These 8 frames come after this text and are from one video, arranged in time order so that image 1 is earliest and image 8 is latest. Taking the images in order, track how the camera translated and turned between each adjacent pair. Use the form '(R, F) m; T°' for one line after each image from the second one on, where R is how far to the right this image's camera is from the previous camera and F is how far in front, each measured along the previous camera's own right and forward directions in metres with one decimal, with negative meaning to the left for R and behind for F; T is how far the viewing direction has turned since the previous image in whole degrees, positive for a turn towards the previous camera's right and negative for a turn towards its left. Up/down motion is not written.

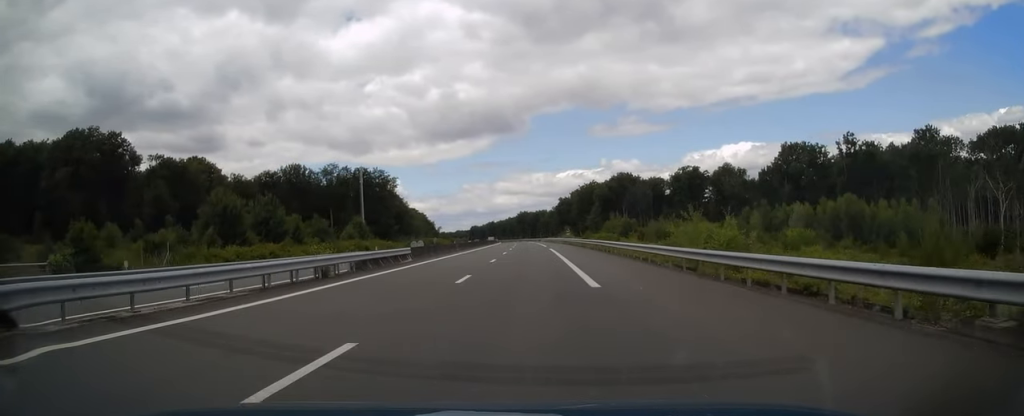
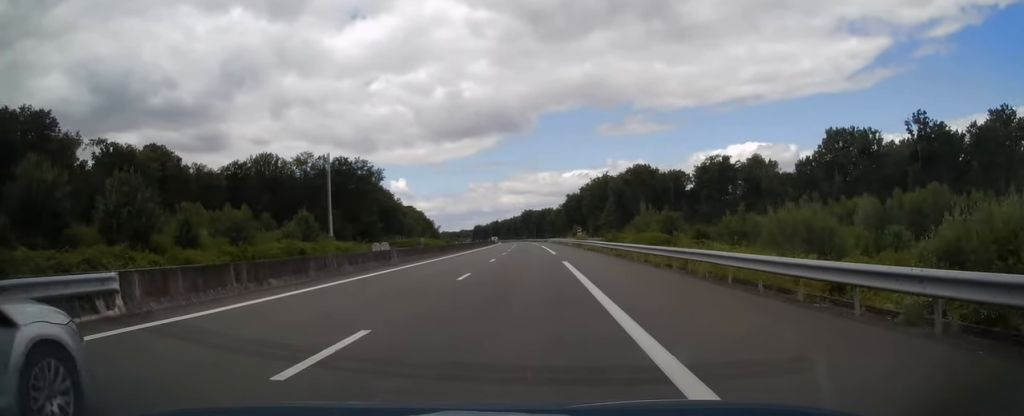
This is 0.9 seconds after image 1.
(-0.3, +25.0) m; -1°
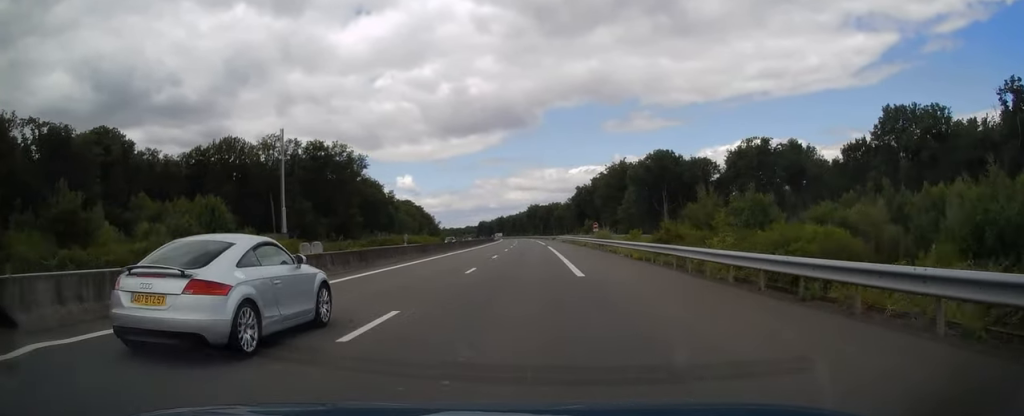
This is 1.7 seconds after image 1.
(-0.1, +24.0) m; 0°
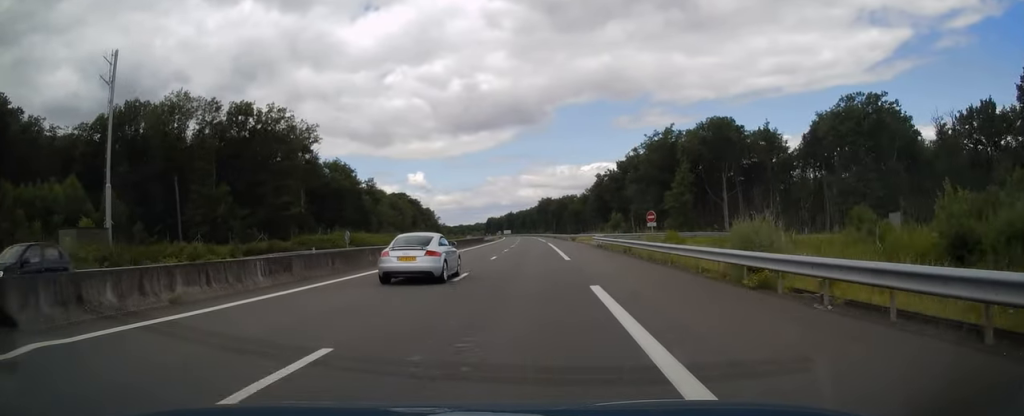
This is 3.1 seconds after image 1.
(-0.3, +42.6) m; -1°
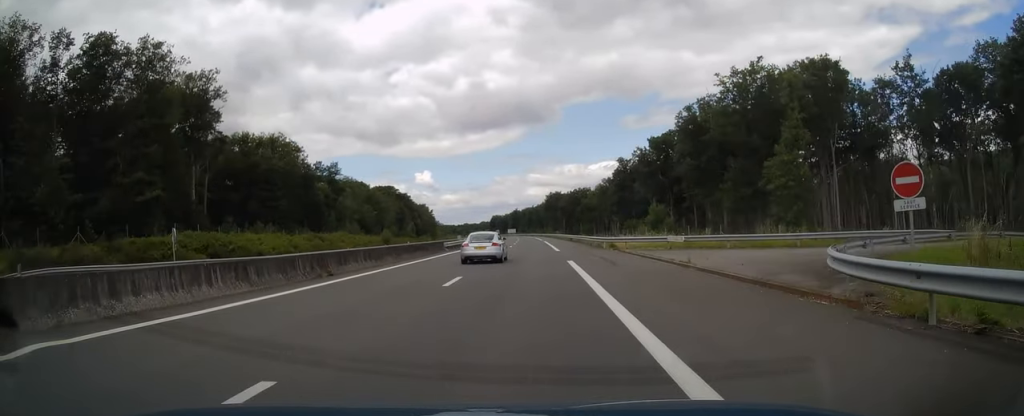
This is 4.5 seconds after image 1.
(-0.5, +40.6) m; -1°
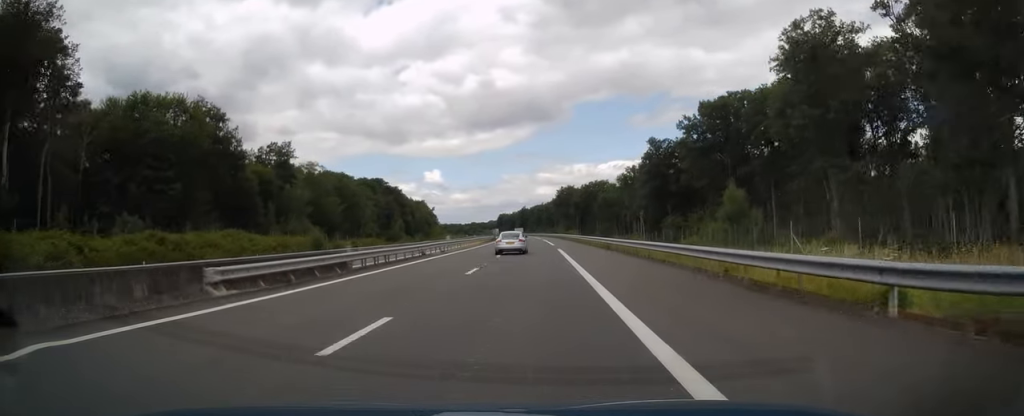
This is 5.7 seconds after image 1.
(0.0, +34.8) m; -1°
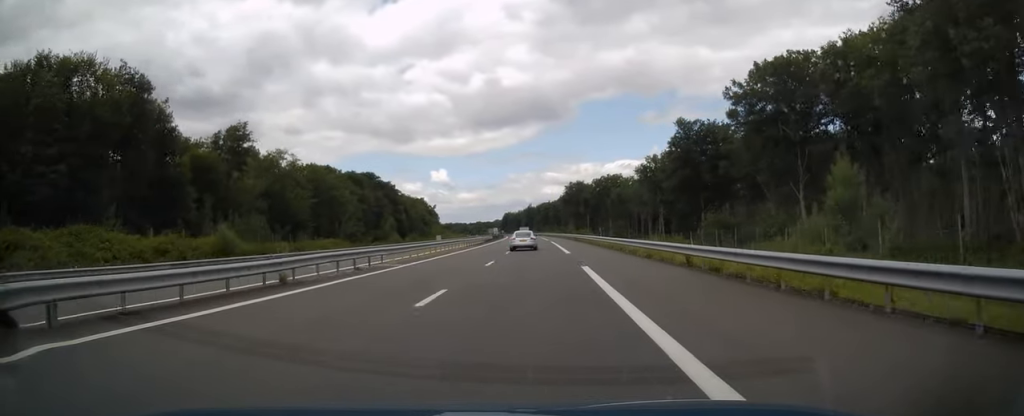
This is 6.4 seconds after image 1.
(-0.2, +21.6) m; -1°
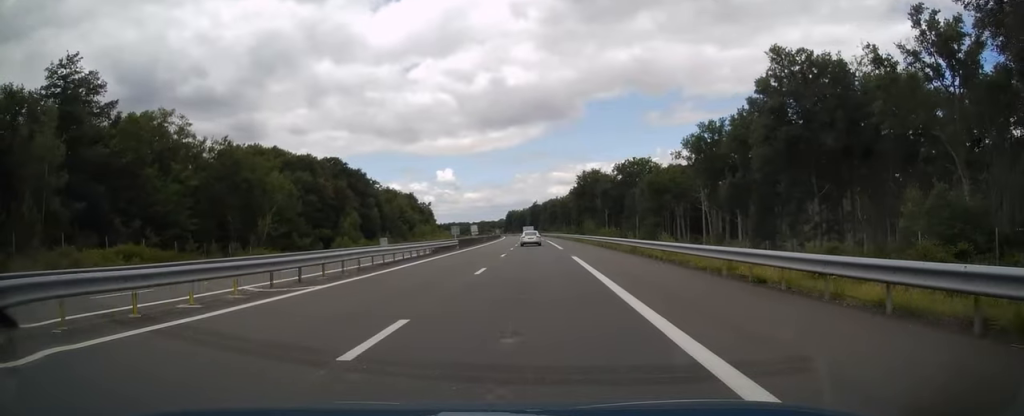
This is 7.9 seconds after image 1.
(-0.4, +43.6) m; -1°
